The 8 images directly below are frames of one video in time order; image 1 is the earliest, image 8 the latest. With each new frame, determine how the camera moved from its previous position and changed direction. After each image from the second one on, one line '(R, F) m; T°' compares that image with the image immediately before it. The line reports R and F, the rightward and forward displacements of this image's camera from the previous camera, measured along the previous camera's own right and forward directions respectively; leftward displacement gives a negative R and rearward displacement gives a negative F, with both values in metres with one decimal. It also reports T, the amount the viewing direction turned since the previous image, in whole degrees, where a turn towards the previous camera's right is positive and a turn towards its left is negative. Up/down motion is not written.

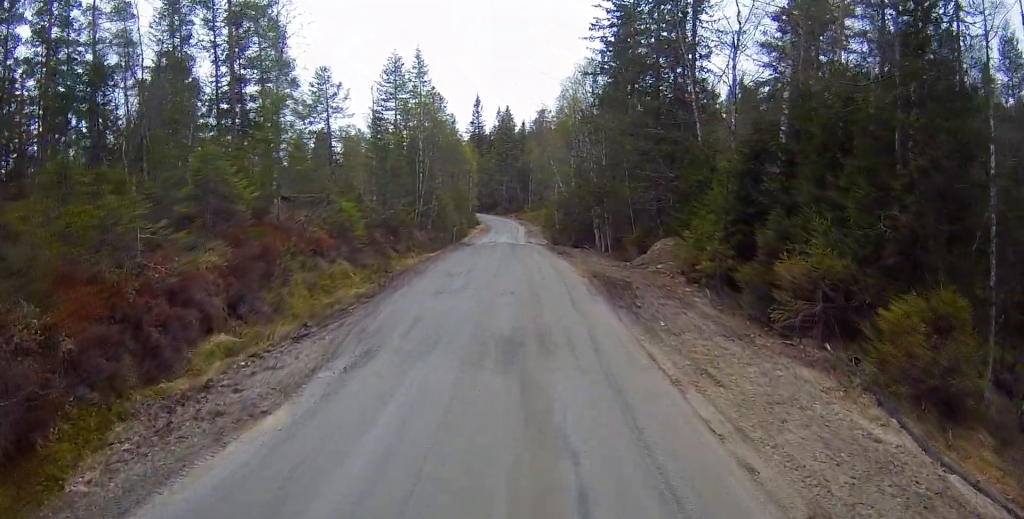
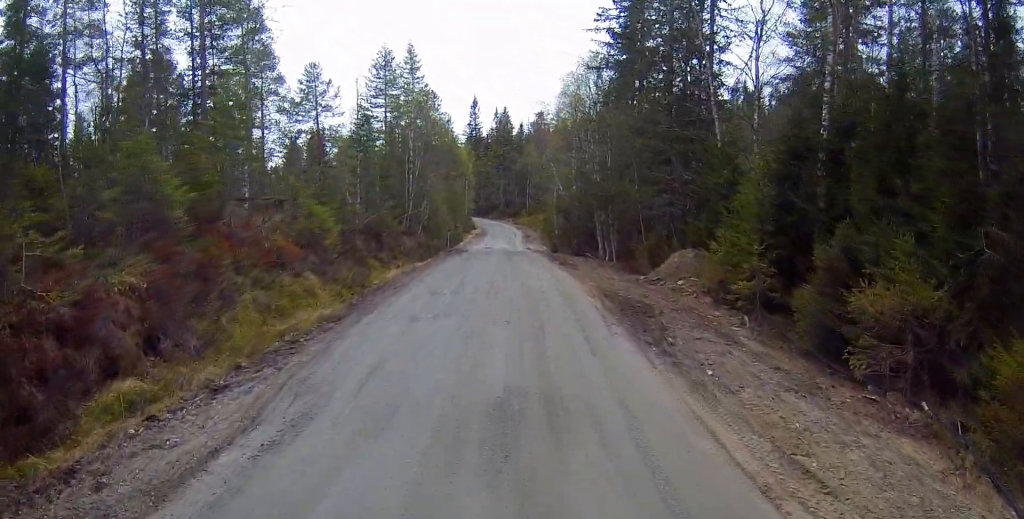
(0.0, +2.5) m; +1°
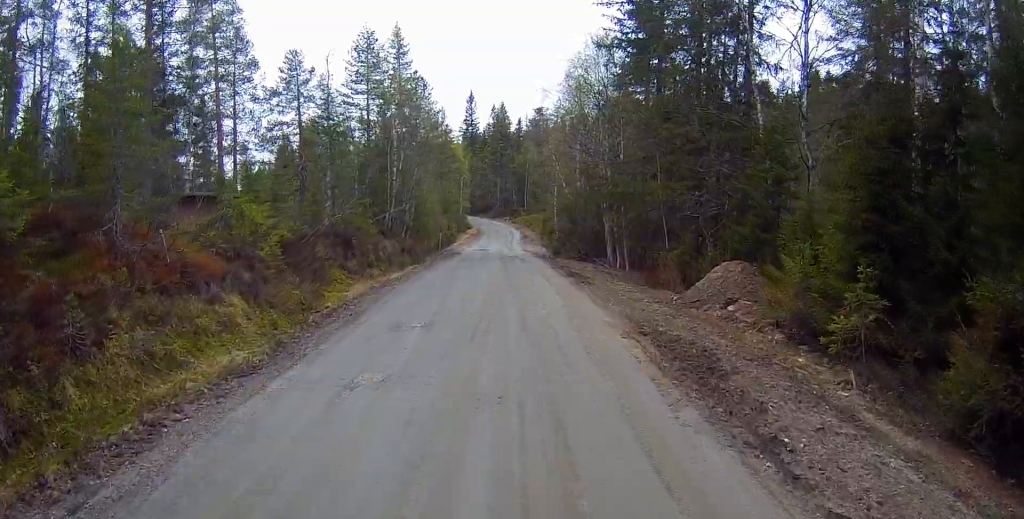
(+0.2, +4.1) m; 0°
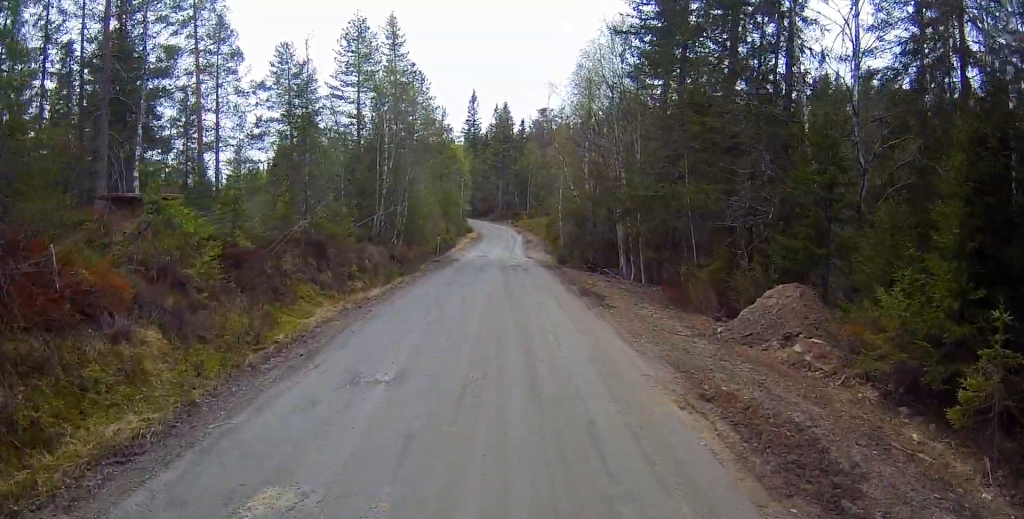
(-0.1, +3.2) m; -1°
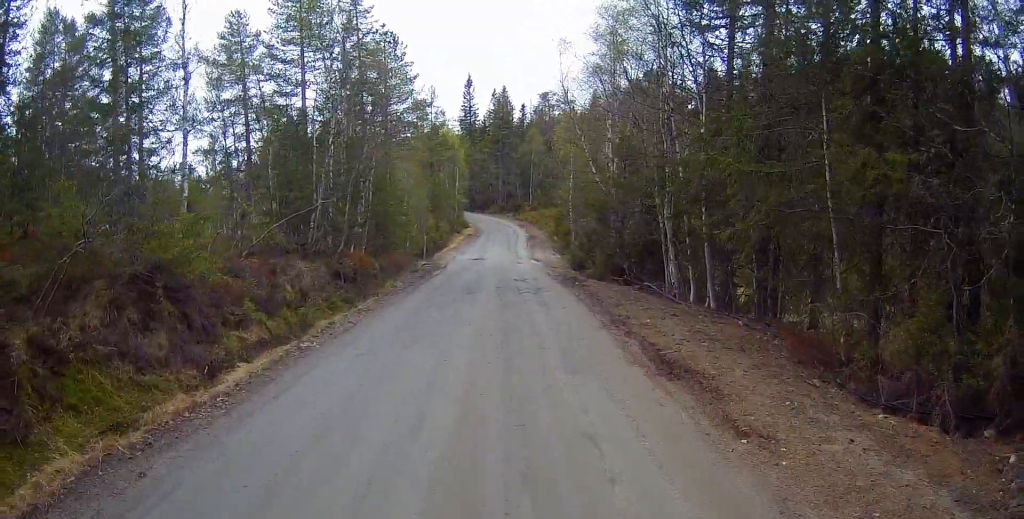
(-0.2, +8.6) m; -1°
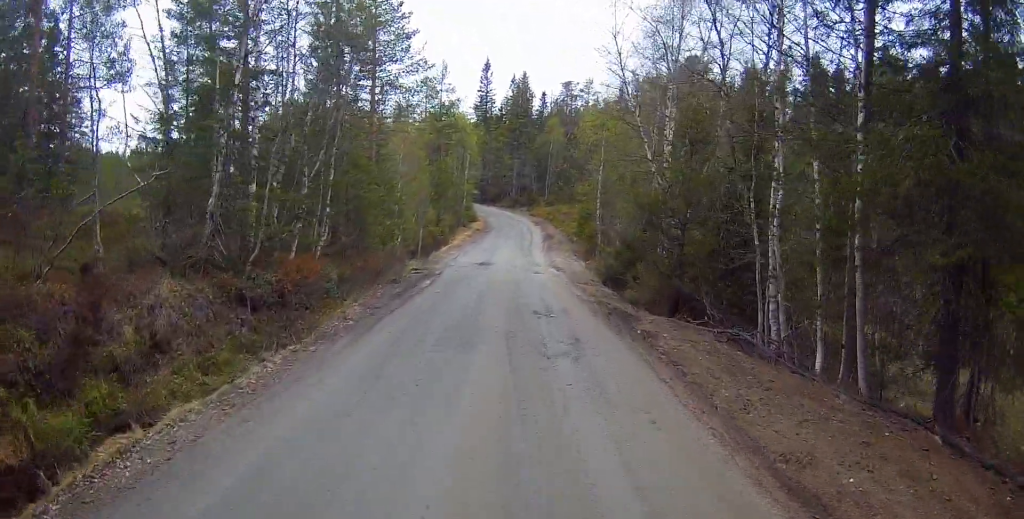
(0.0, +7.5) m; 0°
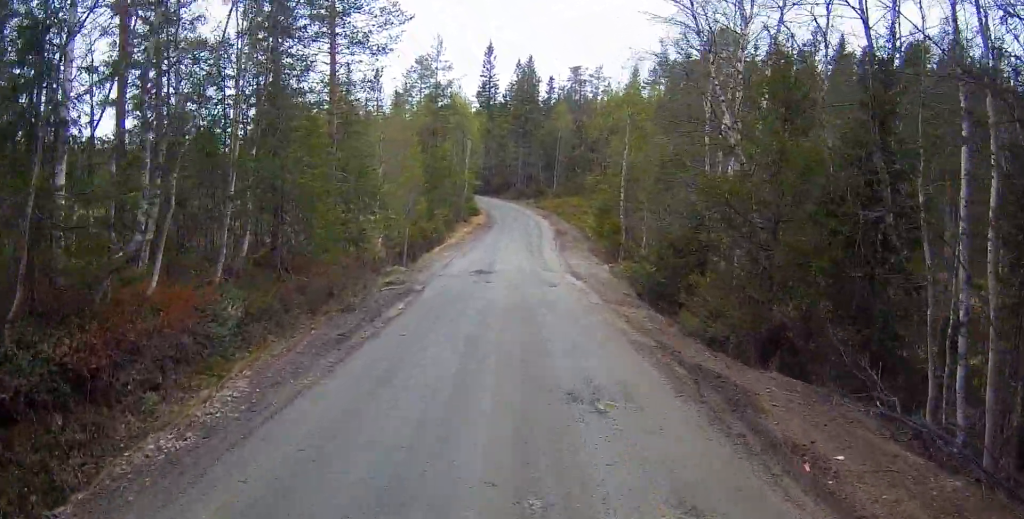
(0.0, +6.0) m; +2°
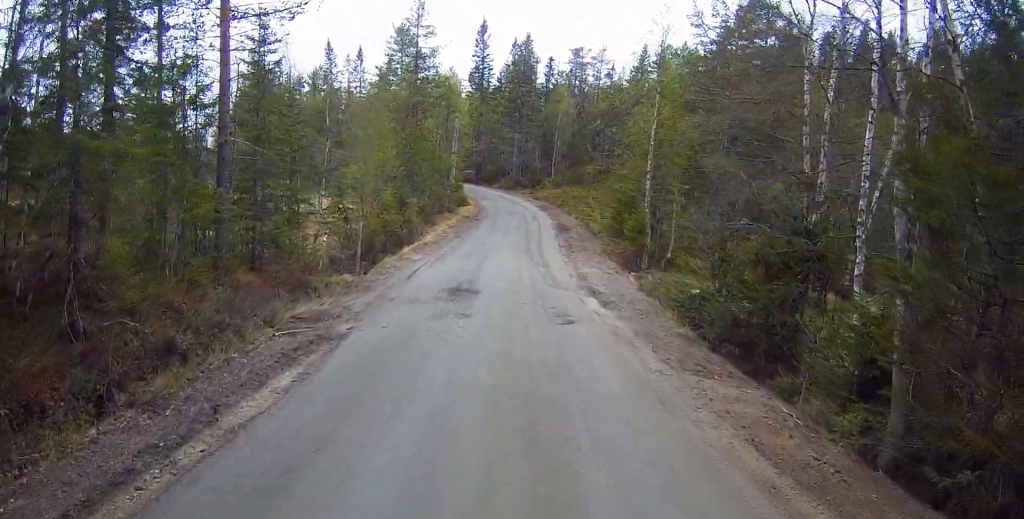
(+0.2, +6.4) m; +3°
